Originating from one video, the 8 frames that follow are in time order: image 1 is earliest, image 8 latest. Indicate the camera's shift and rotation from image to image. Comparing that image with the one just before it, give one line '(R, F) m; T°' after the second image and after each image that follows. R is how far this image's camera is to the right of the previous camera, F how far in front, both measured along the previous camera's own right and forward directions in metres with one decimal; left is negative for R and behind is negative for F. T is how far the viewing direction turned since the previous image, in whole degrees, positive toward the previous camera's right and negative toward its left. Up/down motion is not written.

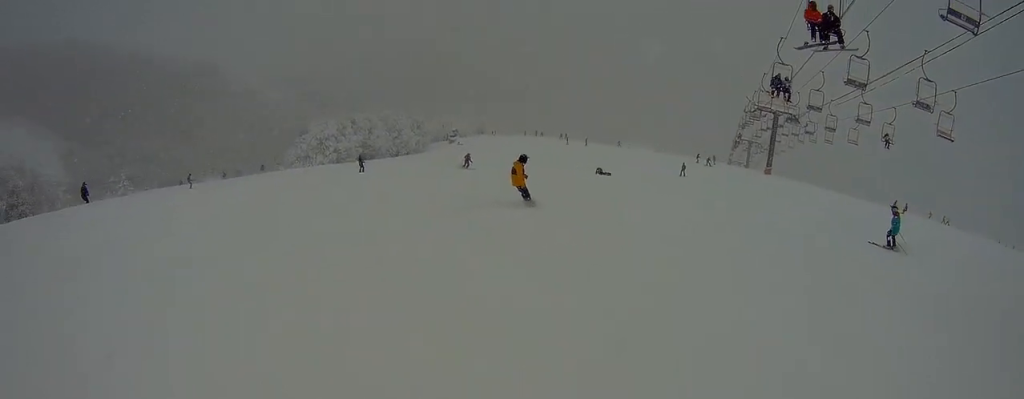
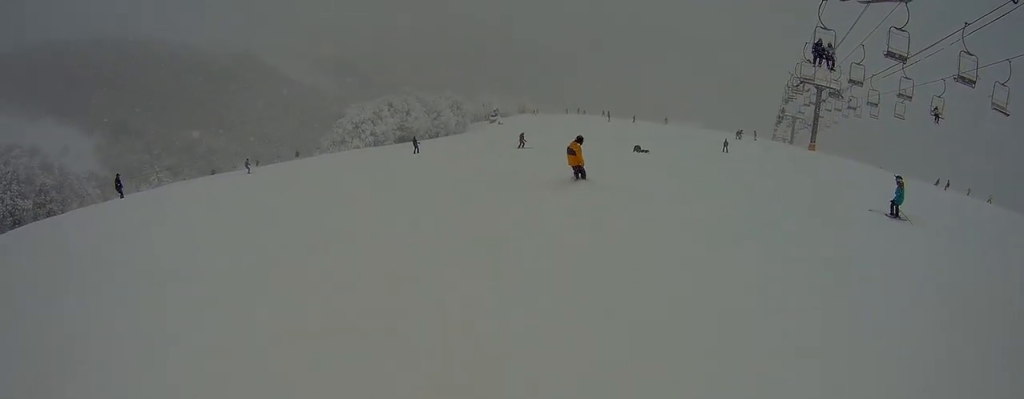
(0.0, +2.0) m; -11°
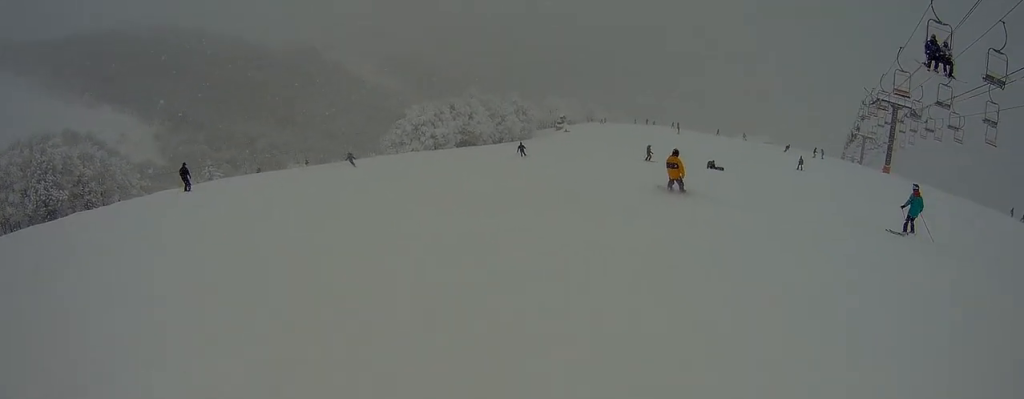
(-1.0, +4.0) m; -20°
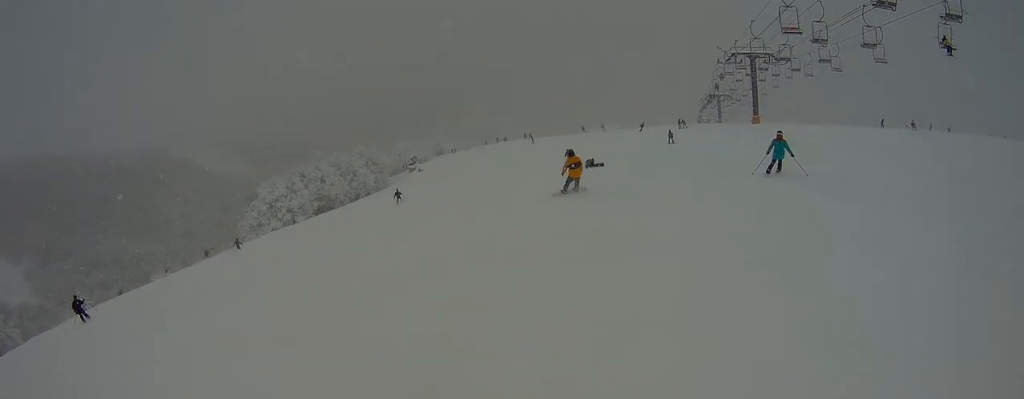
(-0.5, +3.9) m; +7°
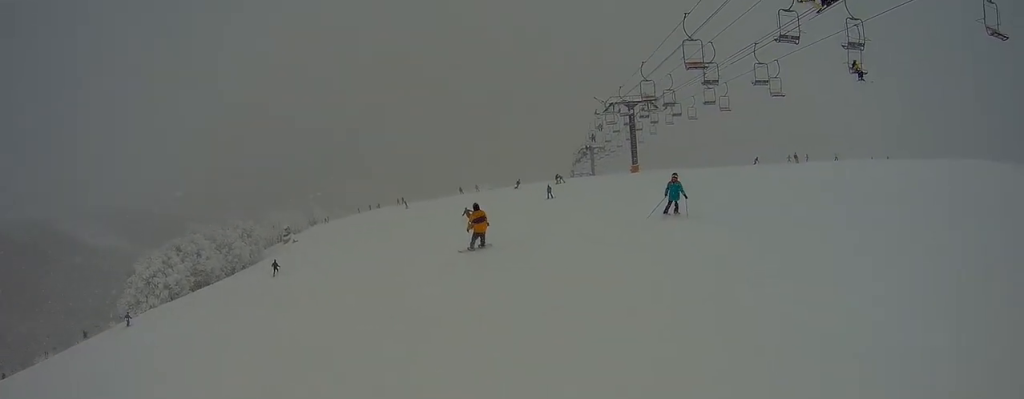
(-0.5, +2.1) m; +13°
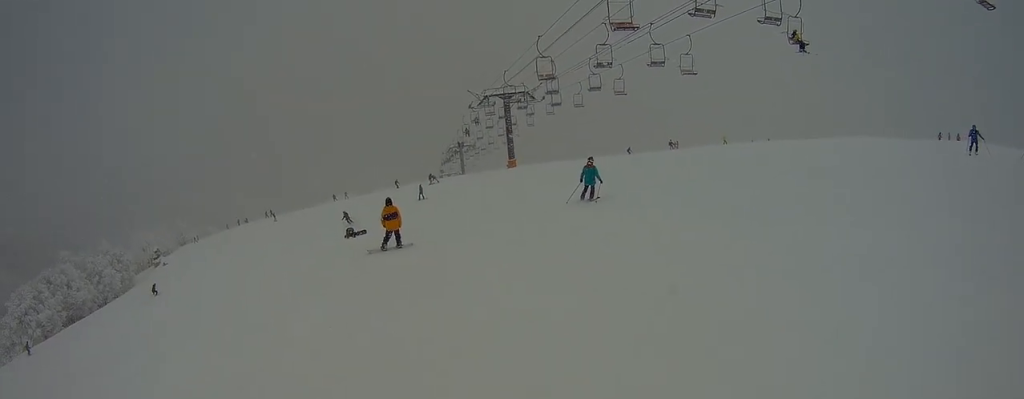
(+1.5, +3.4) m; +18°
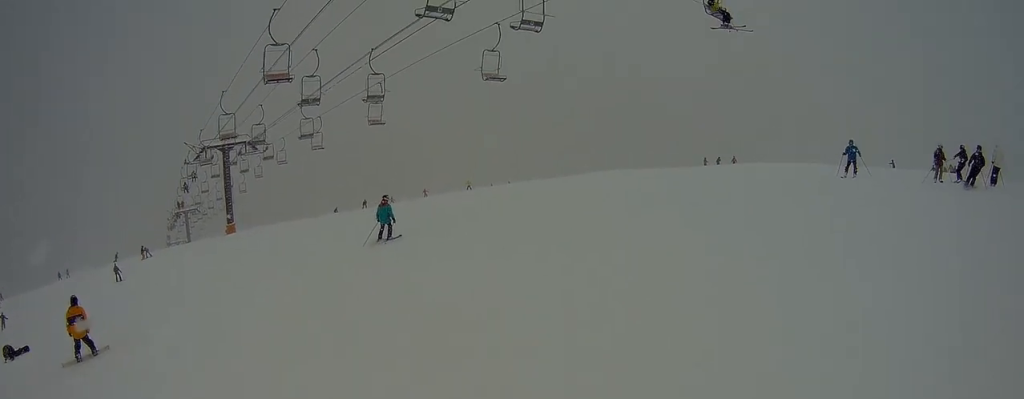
(+2.7, +8.9) m; +35°
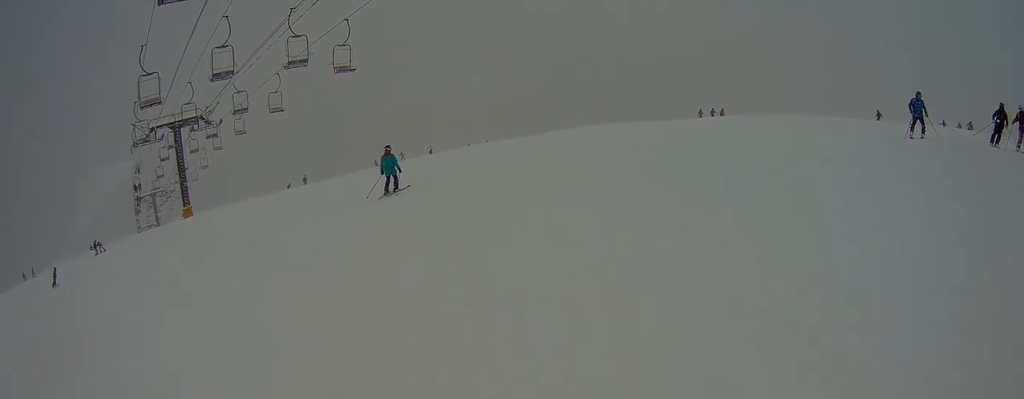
(+1.0, +6.4) m; +9°
